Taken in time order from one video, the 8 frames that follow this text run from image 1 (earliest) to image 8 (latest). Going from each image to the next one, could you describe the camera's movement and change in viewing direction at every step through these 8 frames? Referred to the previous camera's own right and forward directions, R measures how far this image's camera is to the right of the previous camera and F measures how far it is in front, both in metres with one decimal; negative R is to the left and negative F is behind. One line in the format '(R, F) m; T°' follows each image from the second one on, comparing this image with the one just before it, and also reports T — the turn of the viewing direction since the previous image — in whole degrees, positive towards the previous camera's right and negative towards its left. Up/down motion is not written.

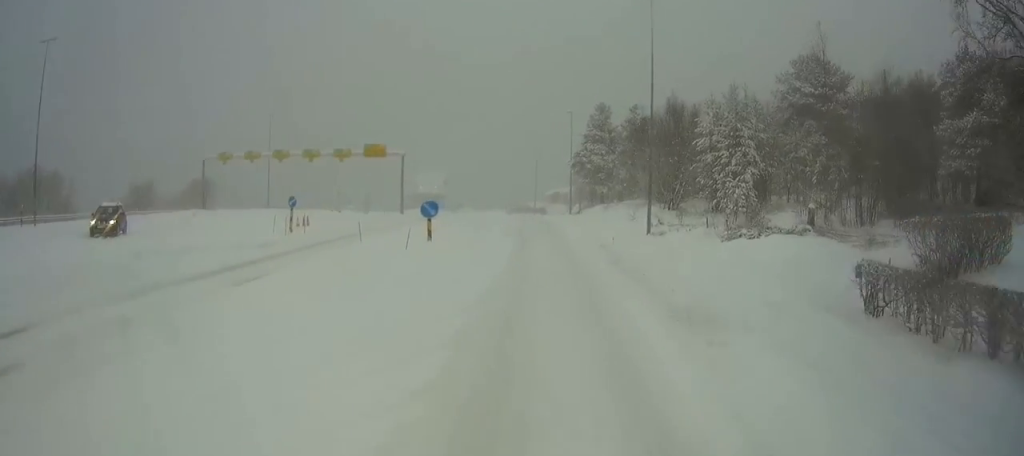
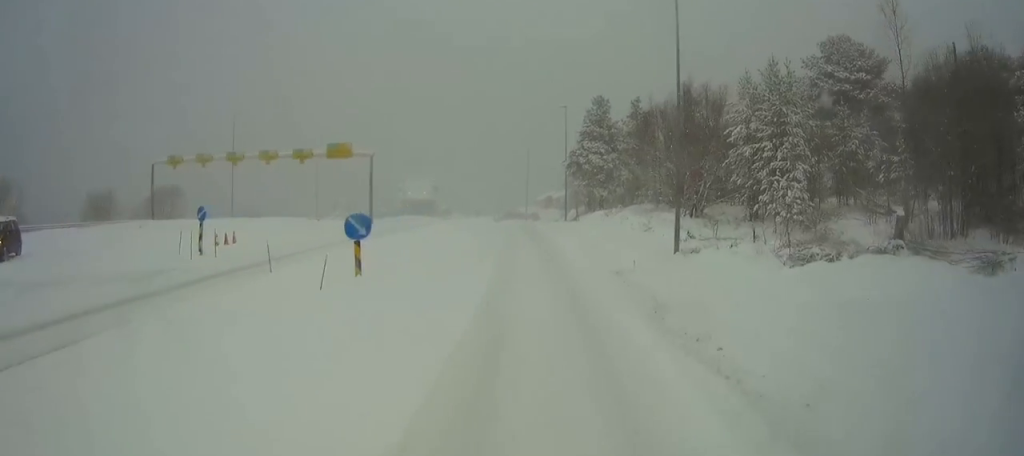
(+0.1, +8.7) m; +1°
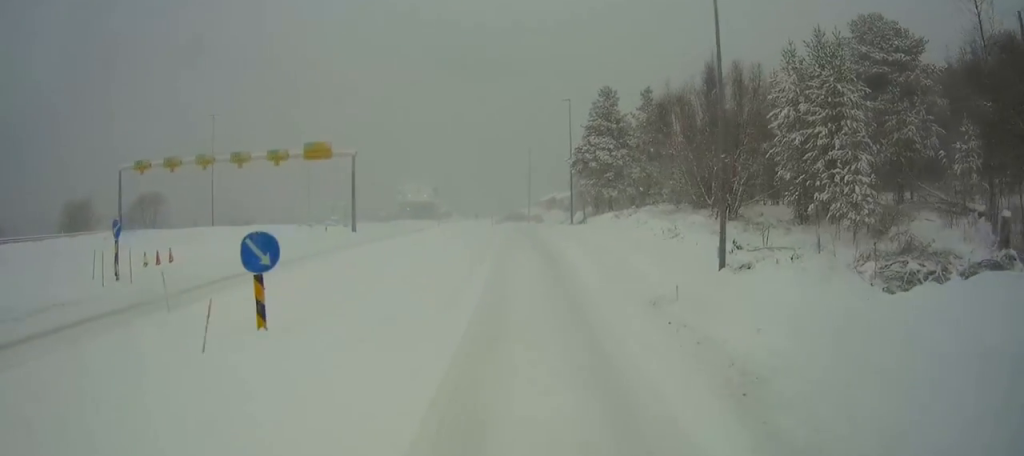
(+0.1, +5.9) m; 0°
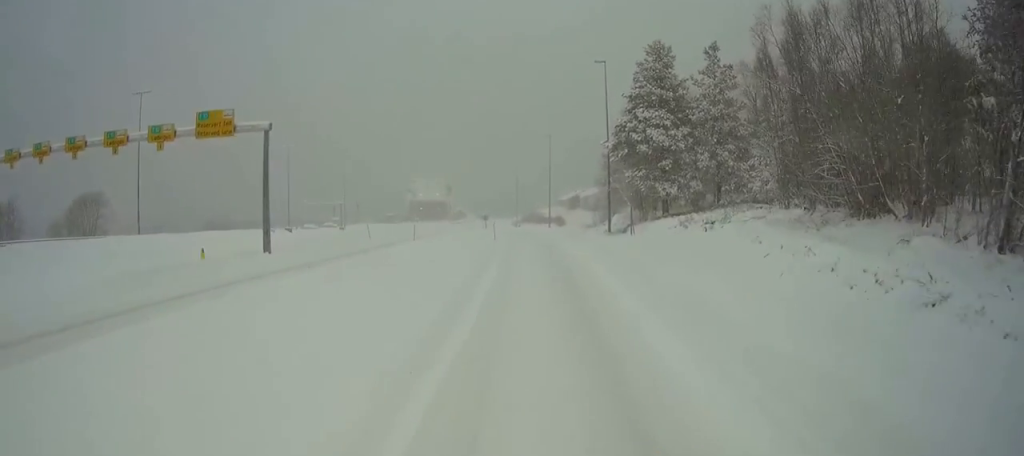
(+0.1, +18.5) m; -1°
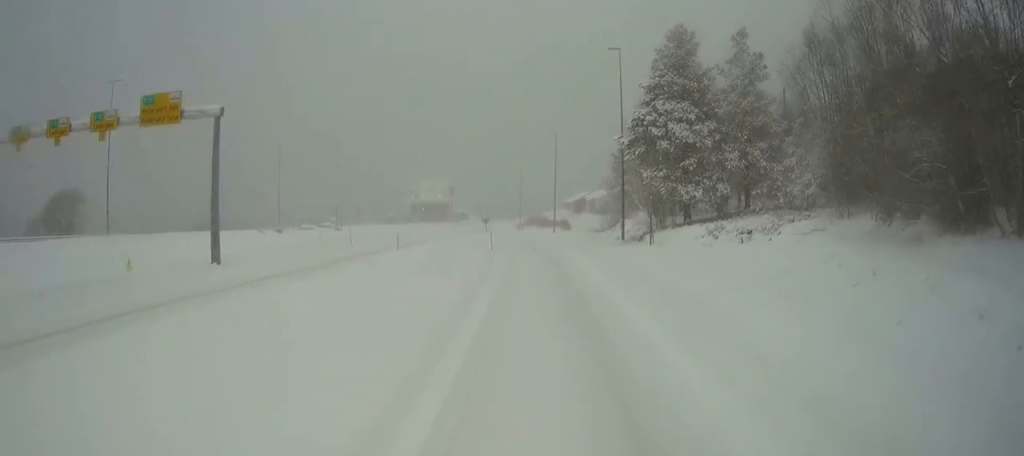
(0.0, +5.3) m; -1°
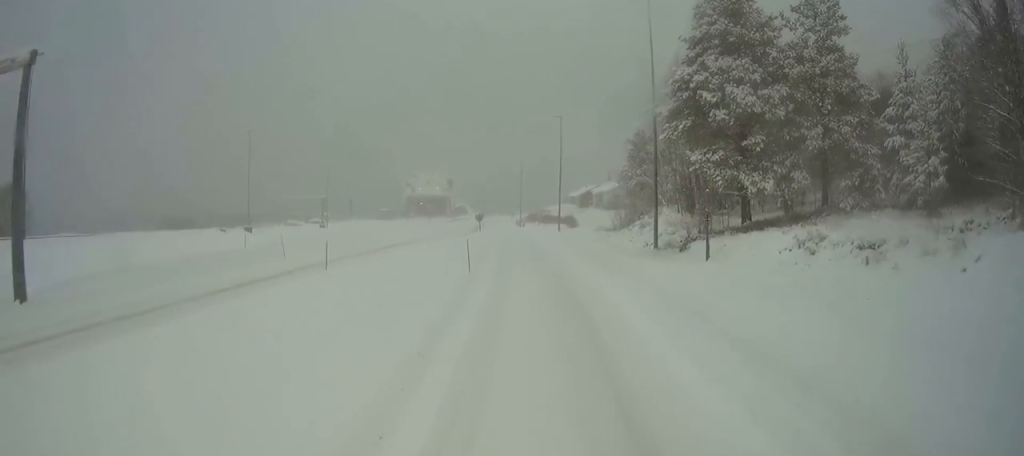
(-0.2, +10.8) m; -2°
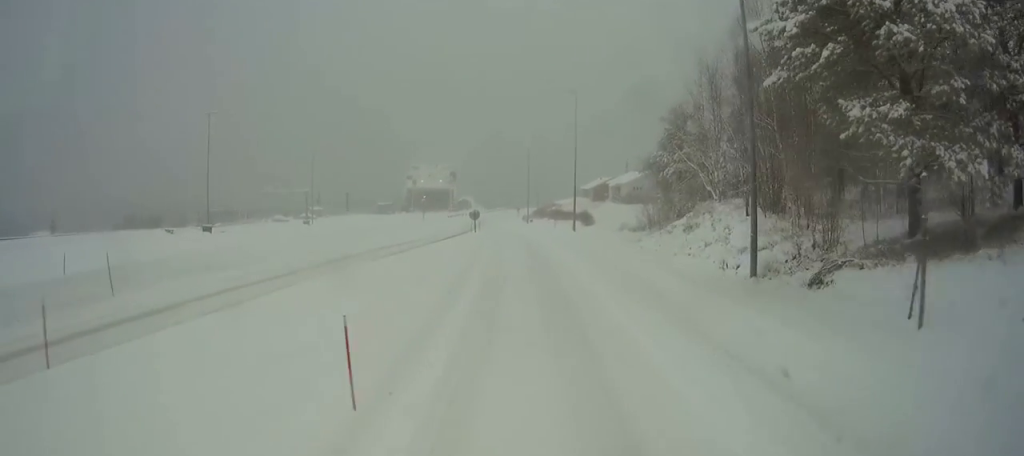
(-0.3, +13.0) m; -1°
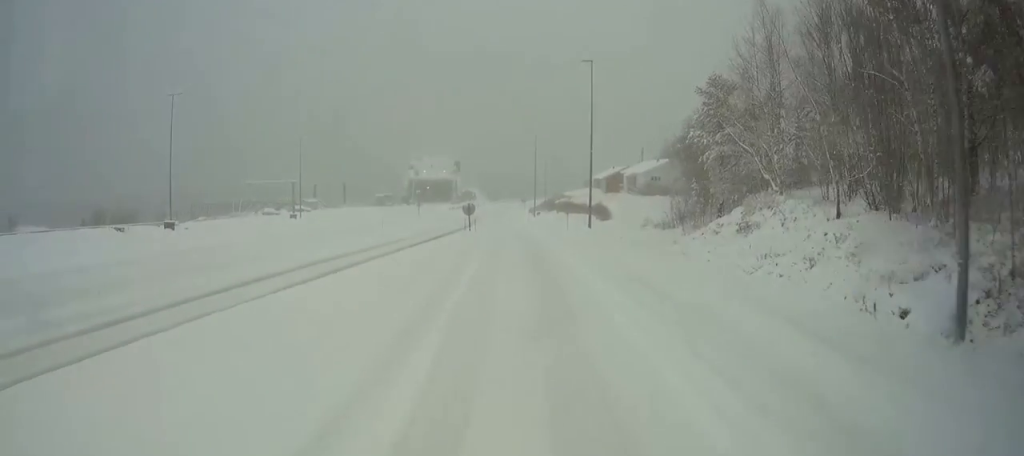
(0.0, +9.3) m; 0°
